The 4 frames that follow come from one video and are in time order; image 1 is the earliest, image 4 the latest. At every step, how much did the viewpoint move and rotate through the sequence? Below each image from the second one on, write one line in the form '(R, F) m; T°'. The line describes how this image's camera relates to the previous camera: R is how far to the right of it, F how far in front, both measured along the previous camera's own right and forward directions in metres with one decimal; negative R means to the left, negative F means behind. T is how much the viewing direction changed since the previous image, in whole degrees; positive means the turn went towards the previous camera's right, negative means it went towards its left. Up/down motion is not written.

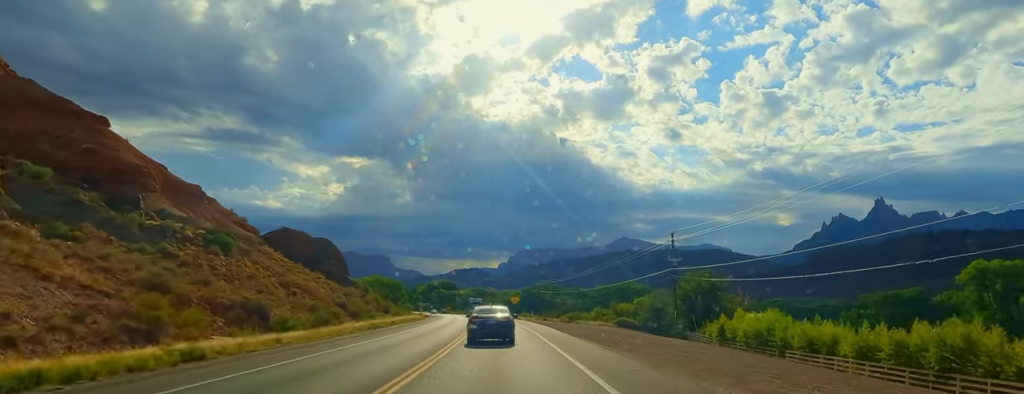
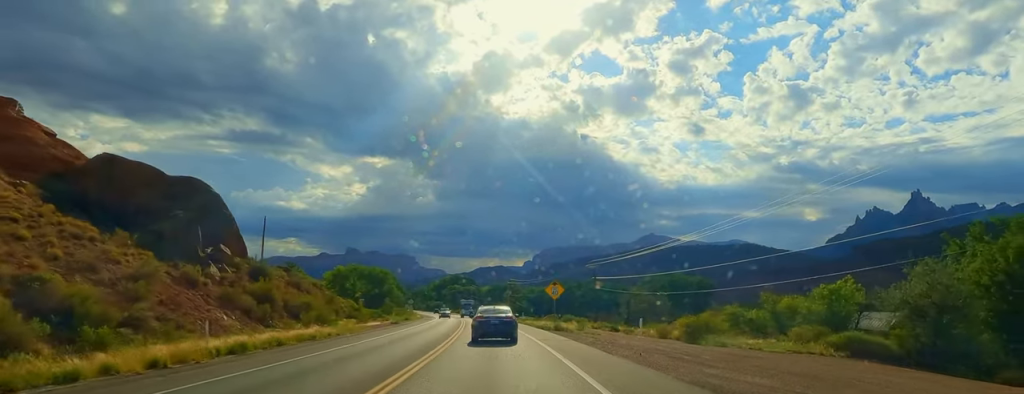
(-0.9, +61.4) m; -1°
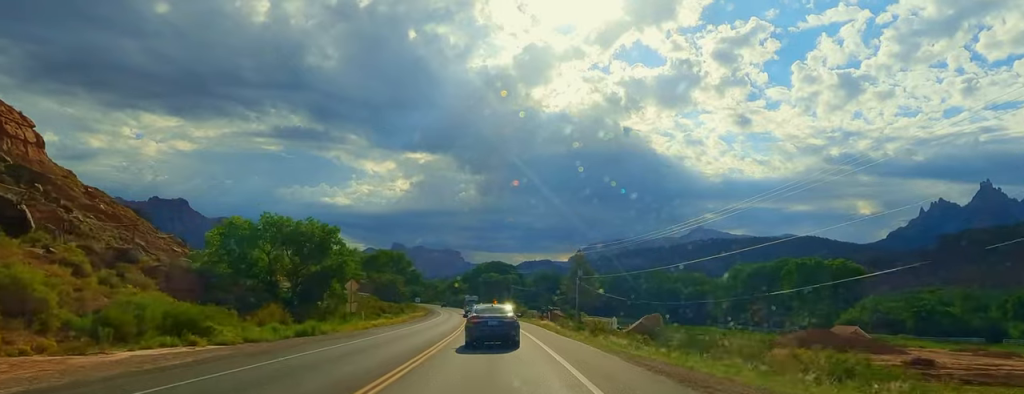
(-2.0, +78.0) m; -1°
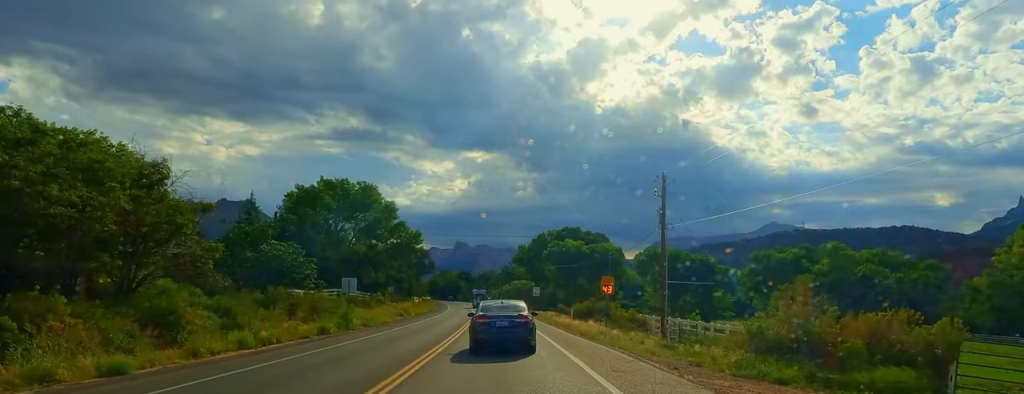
(-6.7, +118.0) m; -8°
